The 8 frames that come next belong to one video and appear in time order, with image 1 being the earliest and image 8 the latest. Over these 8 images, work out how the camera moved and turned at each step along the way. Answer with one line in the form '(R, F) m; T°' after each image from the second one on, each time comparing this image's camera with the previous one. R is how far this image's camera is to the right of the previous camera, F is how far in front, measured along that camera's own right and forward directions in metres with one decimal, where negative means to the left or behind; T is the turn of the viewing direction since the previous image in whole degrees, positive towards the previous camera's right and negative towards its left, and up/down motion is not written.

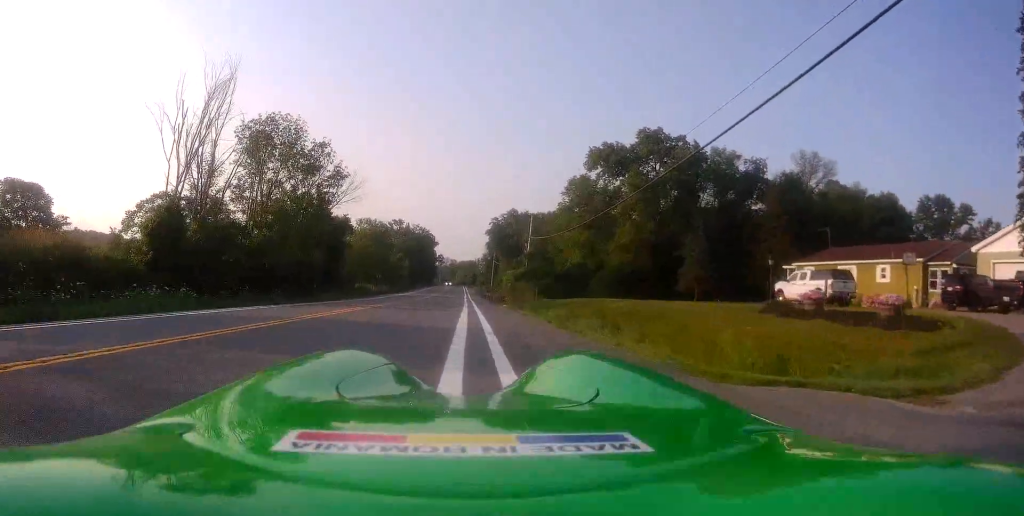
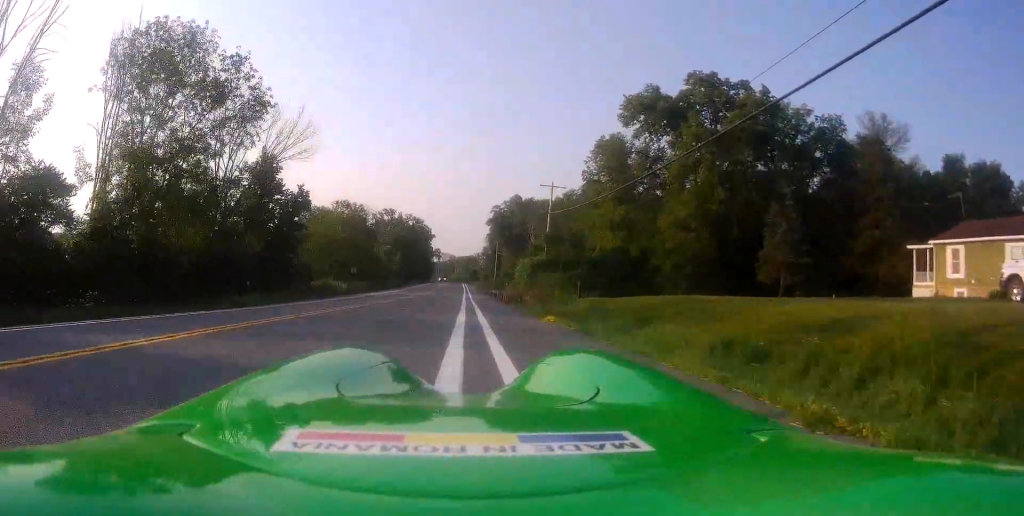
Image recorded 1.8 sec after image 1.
(0.0, +17.6) m; -5°
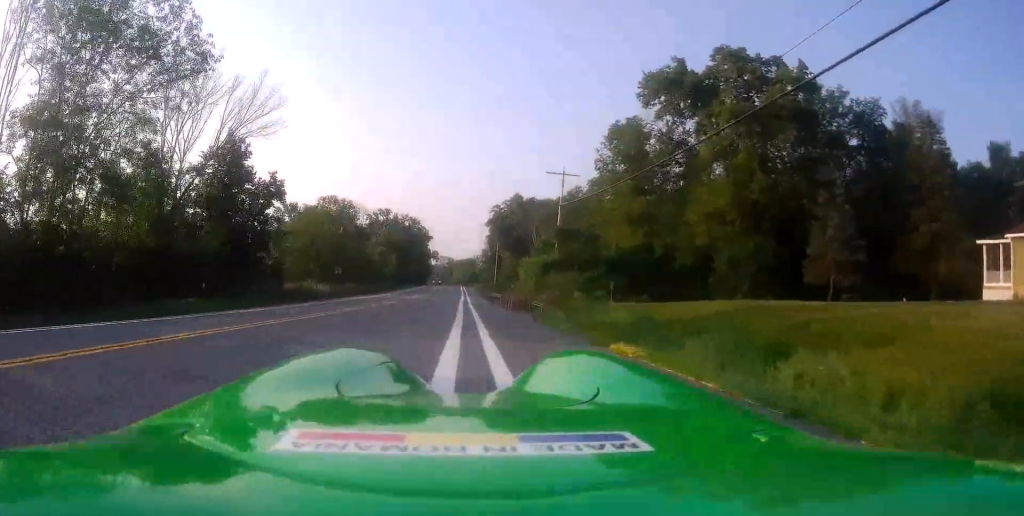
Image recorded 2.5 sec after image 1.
(-0.4, +6.9) m; -2°
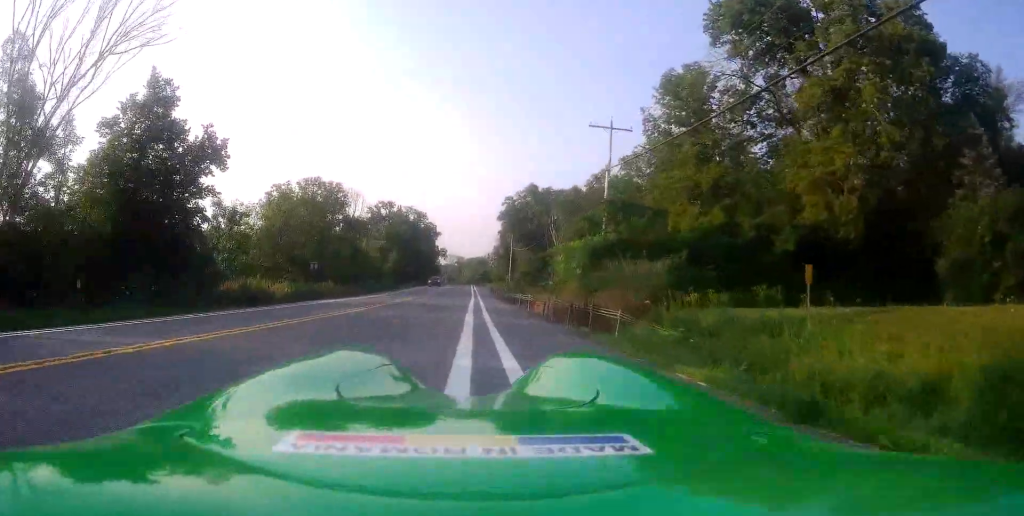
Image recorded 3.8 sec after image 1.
(-0.1, +12.5) m; +3°
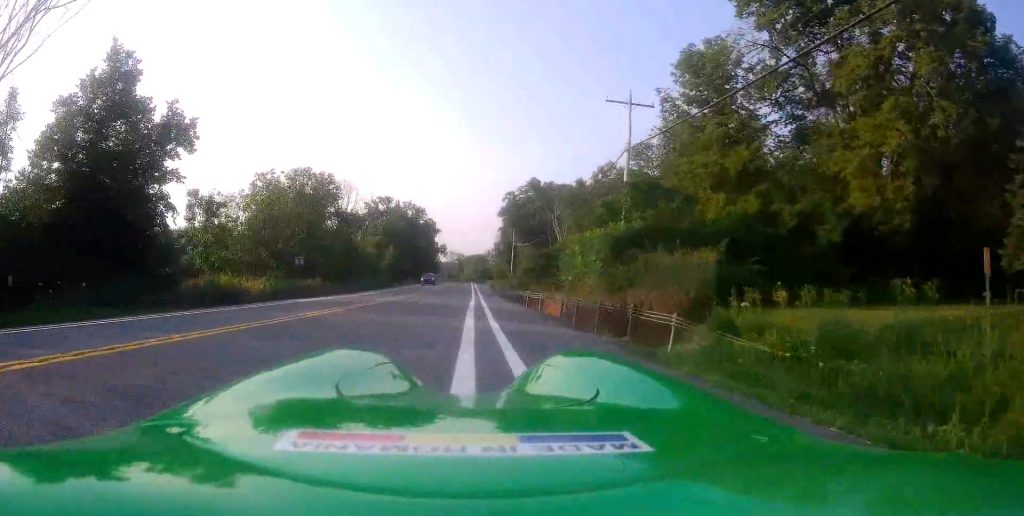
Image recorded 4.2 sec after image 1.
(+0.1, +4.3) m; +1°
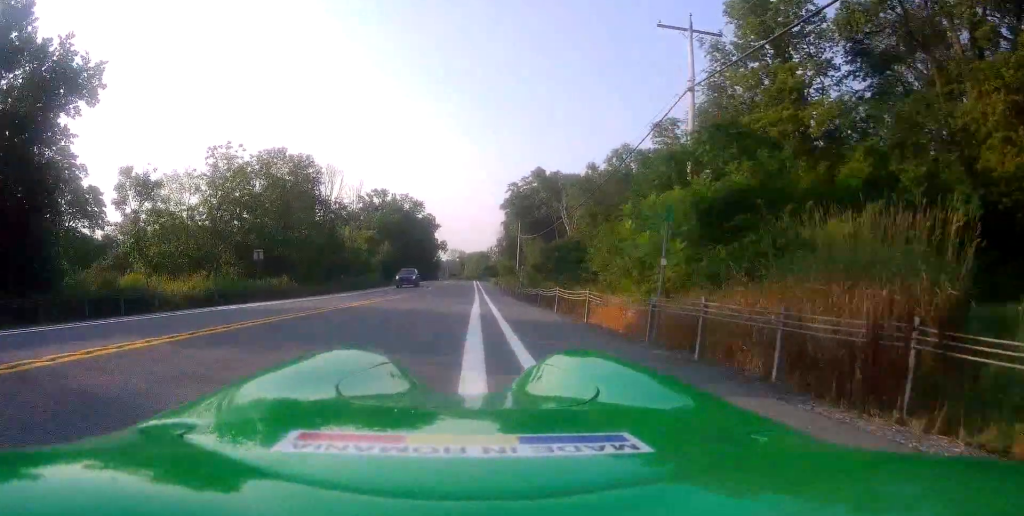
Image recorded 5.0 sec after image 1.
(+0.4, +8.7) m; 0°
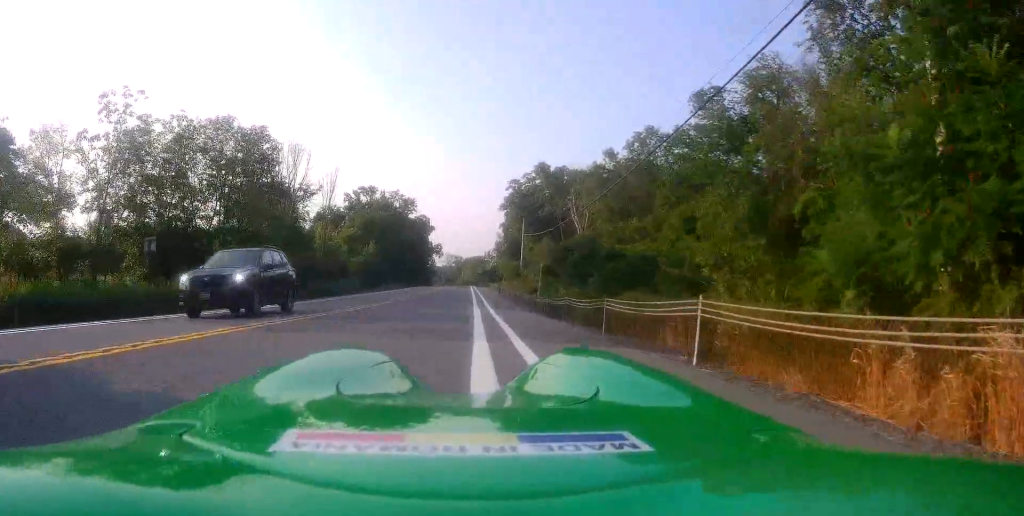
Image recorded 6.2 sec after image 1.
(-0.6, +12.1) m; -4°
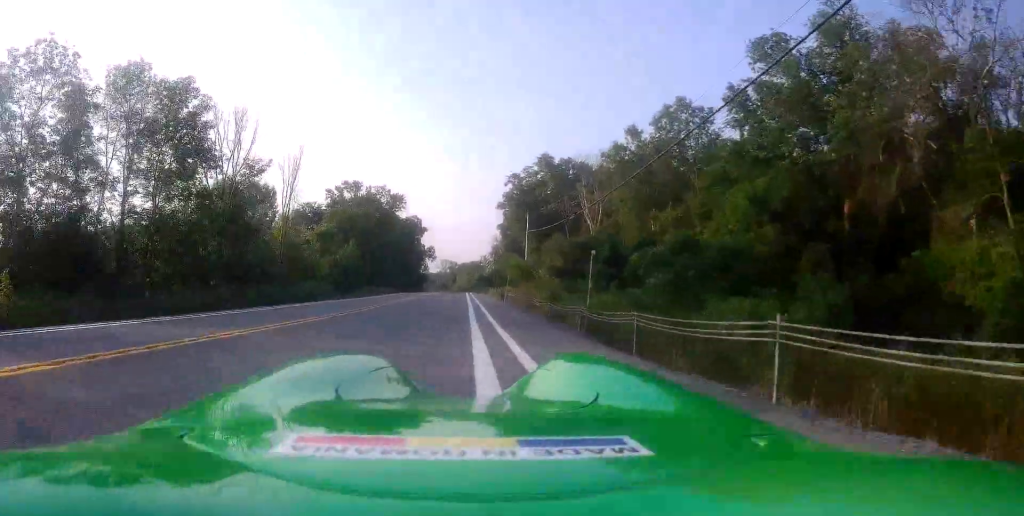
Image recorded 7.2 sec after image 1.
(-0.2, +11.7) m; +2°
